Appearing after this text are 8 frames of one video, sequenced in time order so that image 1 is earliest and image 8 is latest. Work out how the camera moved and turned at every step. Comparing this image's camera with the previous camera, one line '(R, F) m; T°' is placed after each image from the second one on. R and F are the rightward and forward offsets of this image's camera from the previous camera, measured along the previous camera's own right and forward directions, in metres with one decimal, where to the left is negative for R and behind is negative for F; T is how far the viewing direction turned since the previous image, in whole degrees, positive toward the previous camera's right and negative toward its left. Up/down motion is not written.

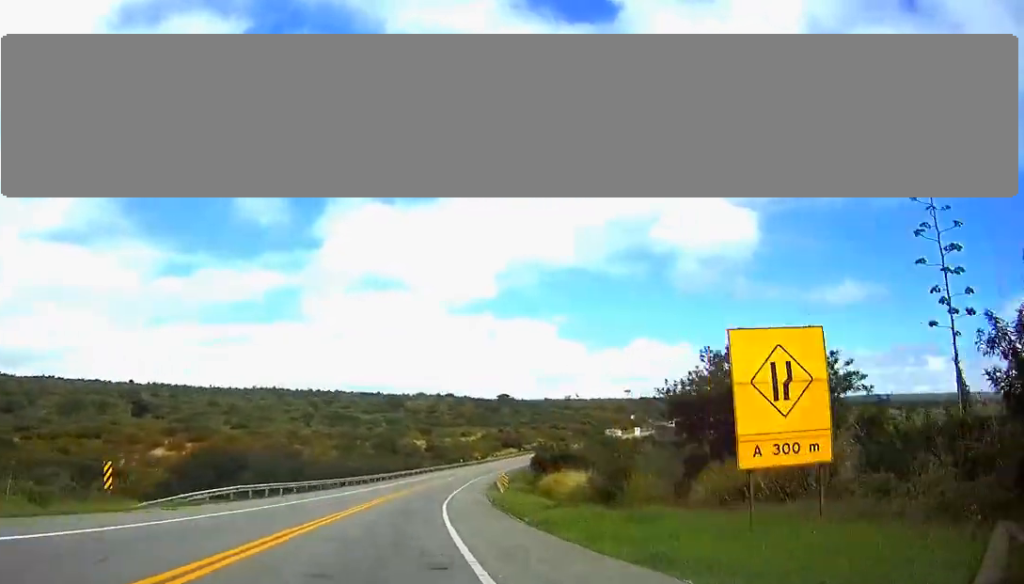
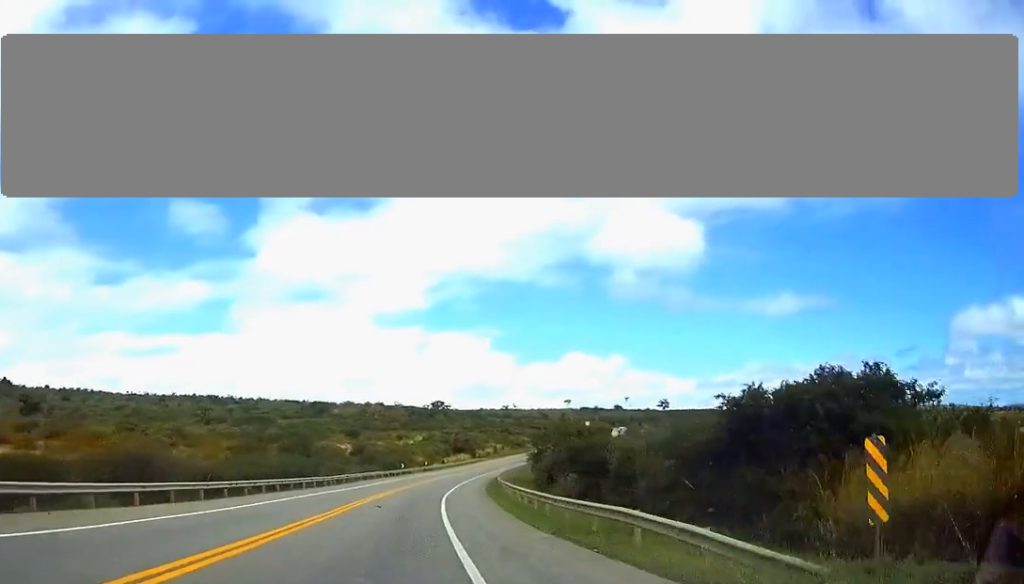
(+2.2, +52.2) m; +6°
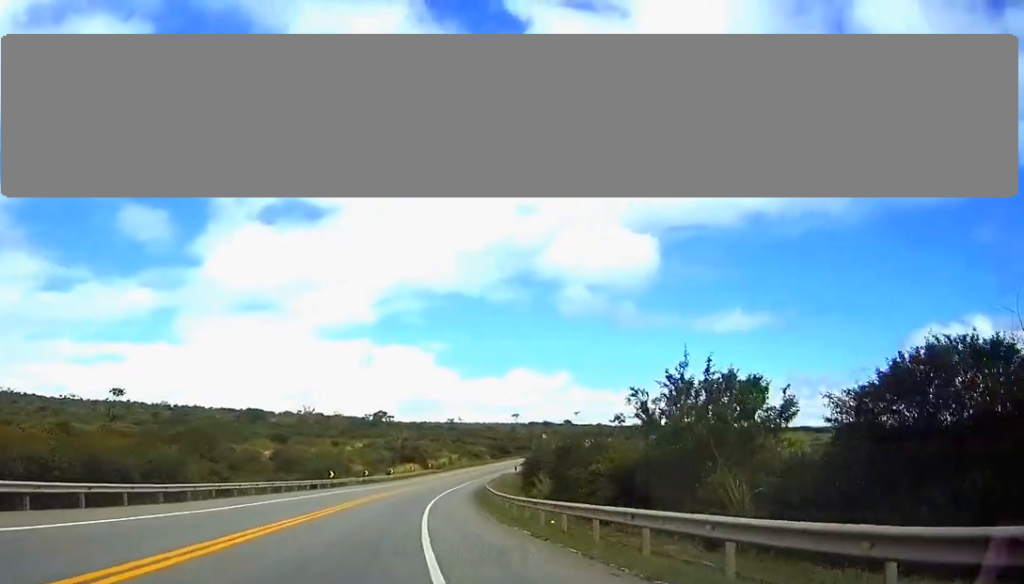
(+2.0, +34.4) m; +6°
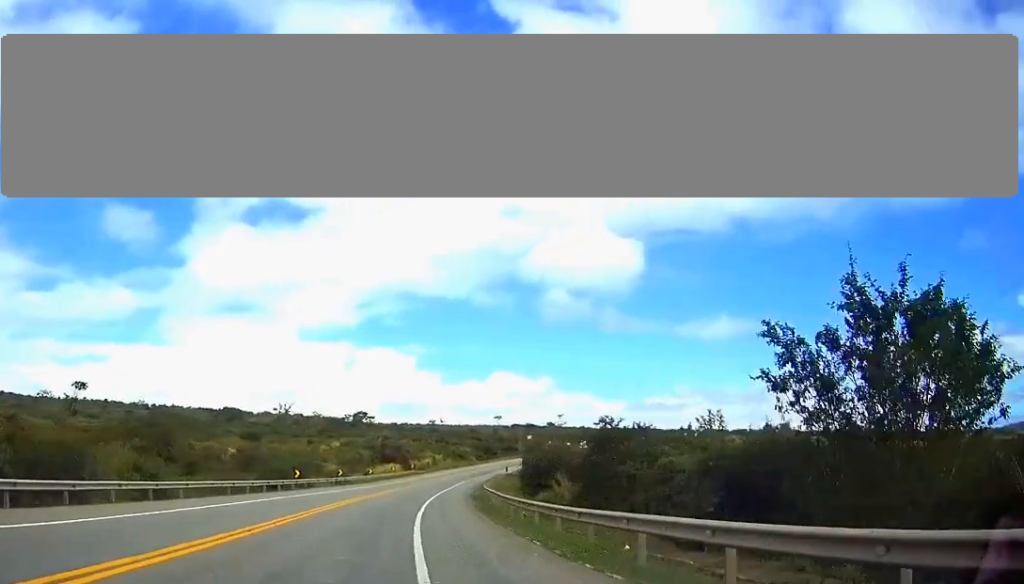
(+0.3, +12.5) m; +1°
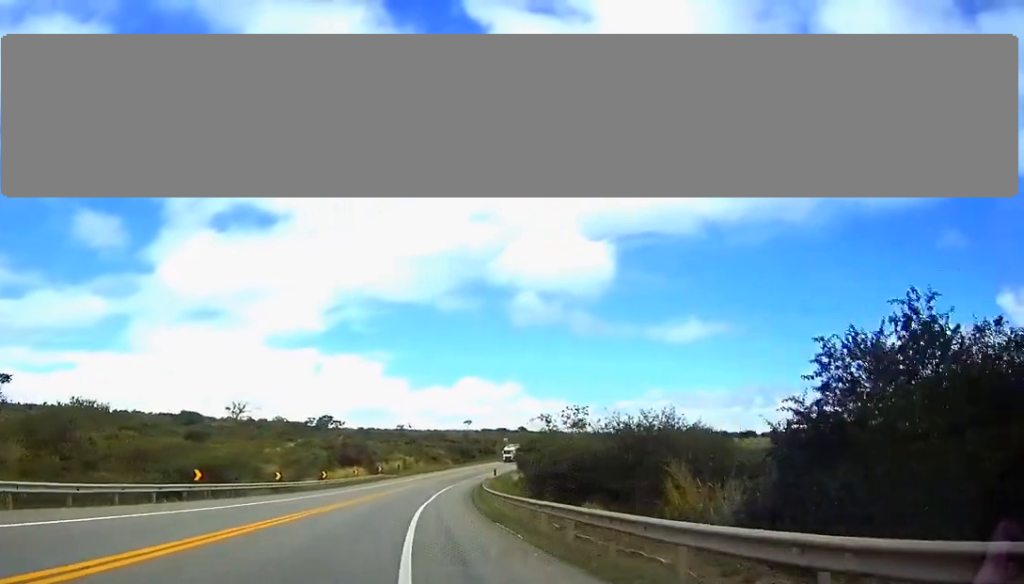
(0.0, +23.2) m; 0°
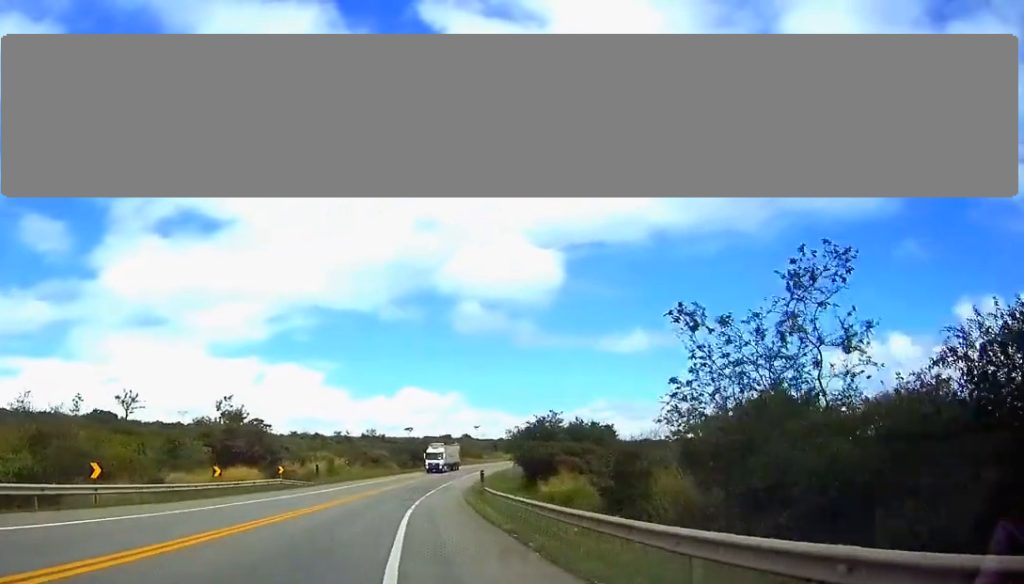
(0.0, +45.5) m; +2°
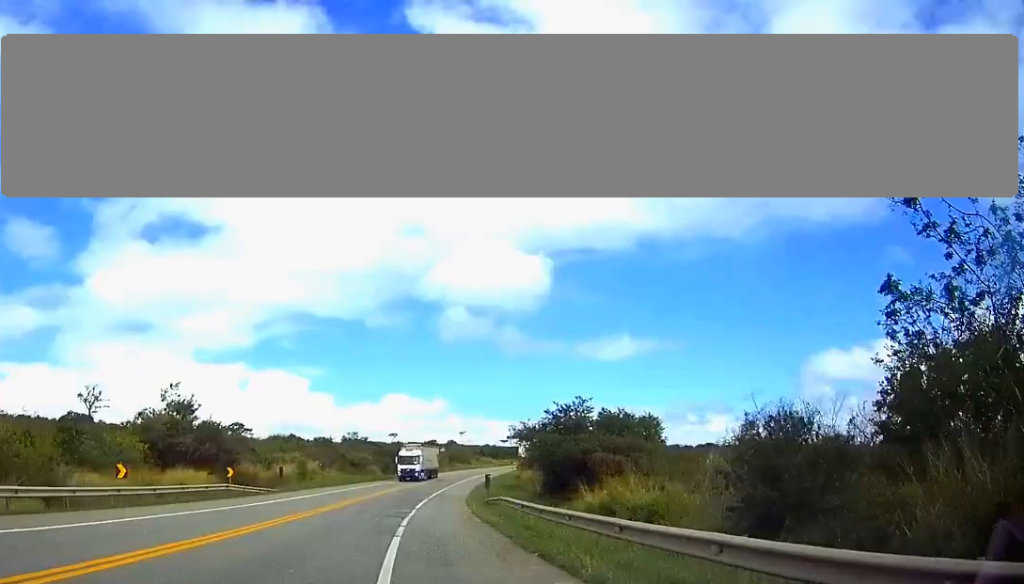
(-0.4, +13.6) m; +2°
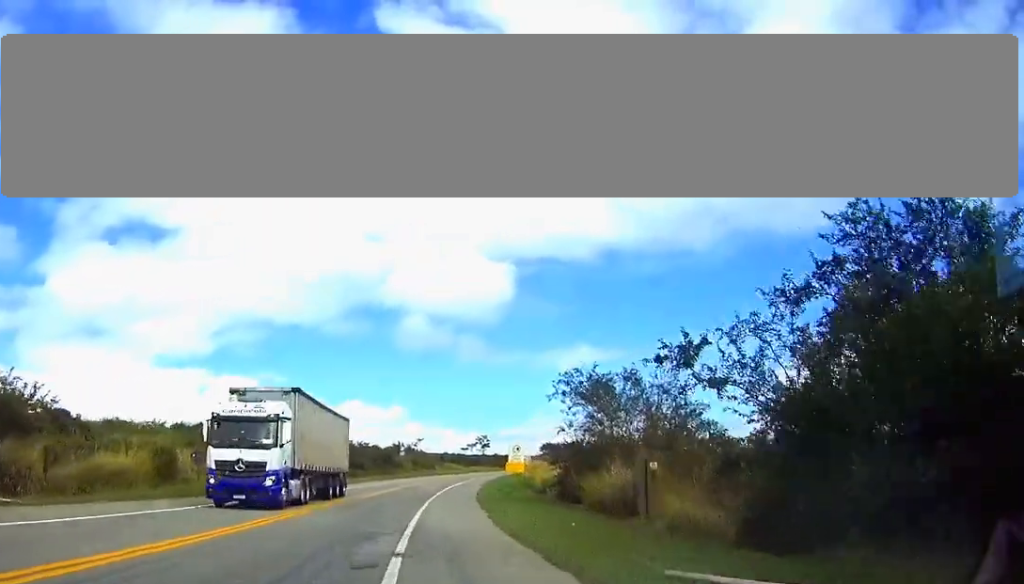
(+2.4, +35.5) m; +6°
